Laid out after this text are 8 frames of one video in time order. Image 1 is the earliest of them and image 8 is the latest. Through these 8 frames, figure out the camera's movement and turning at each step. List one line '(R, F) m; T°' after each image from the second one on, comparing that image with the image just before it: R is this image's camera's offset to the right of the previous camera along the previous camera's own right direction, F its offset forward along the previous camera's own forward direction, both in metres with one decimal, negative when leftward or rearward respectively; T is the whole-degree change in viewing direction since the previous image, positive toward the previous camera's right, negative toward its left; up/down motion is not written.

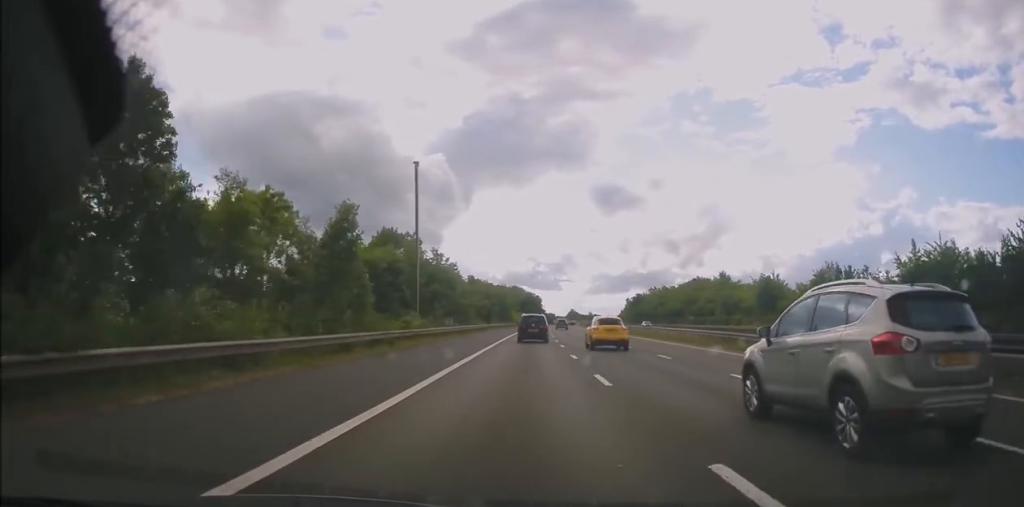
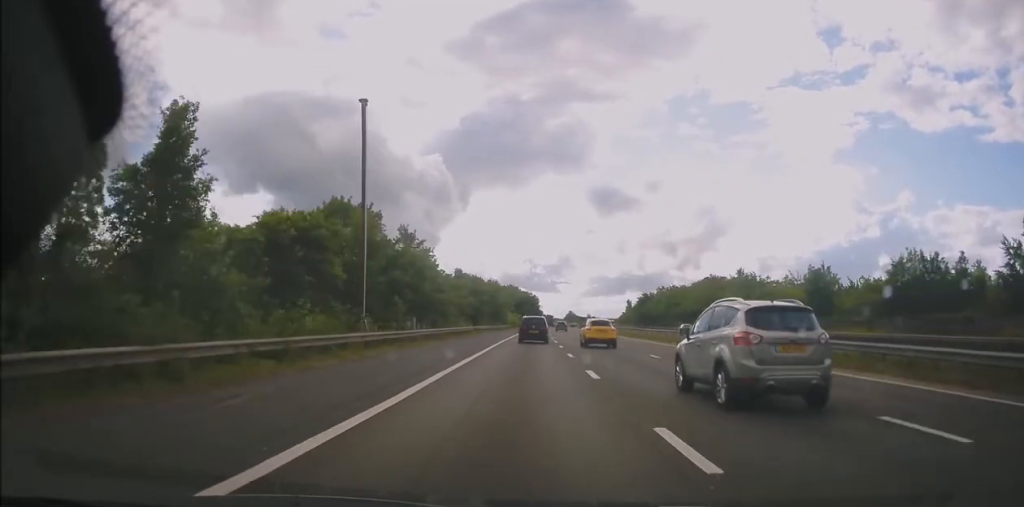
(0.0, +16.2) m; 0°
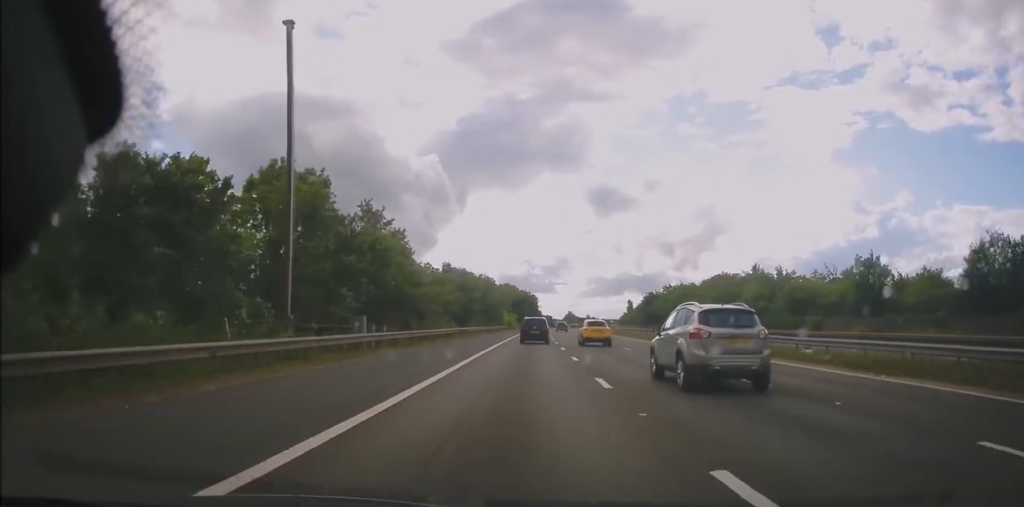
(0.0, +11.3) m; 0°
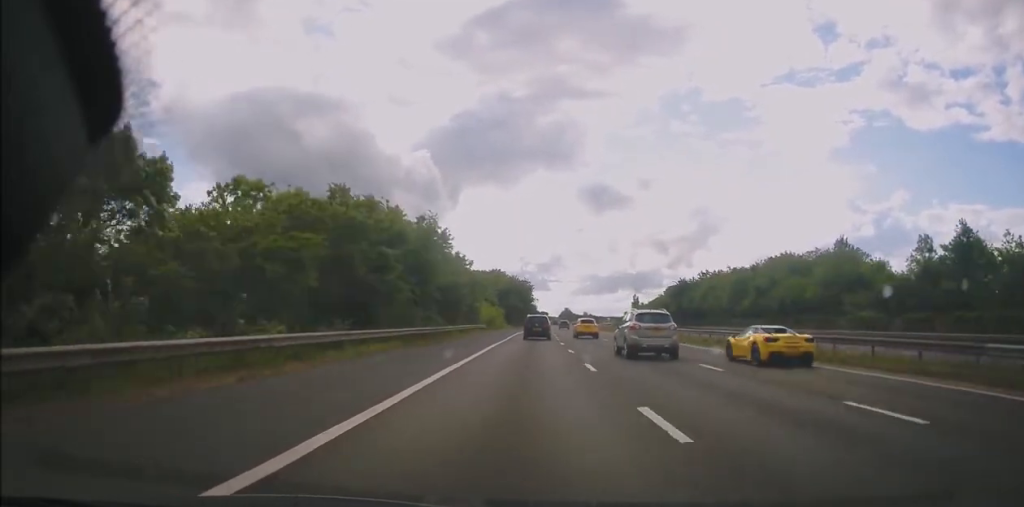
(+0.1, +41.4) m; 0°
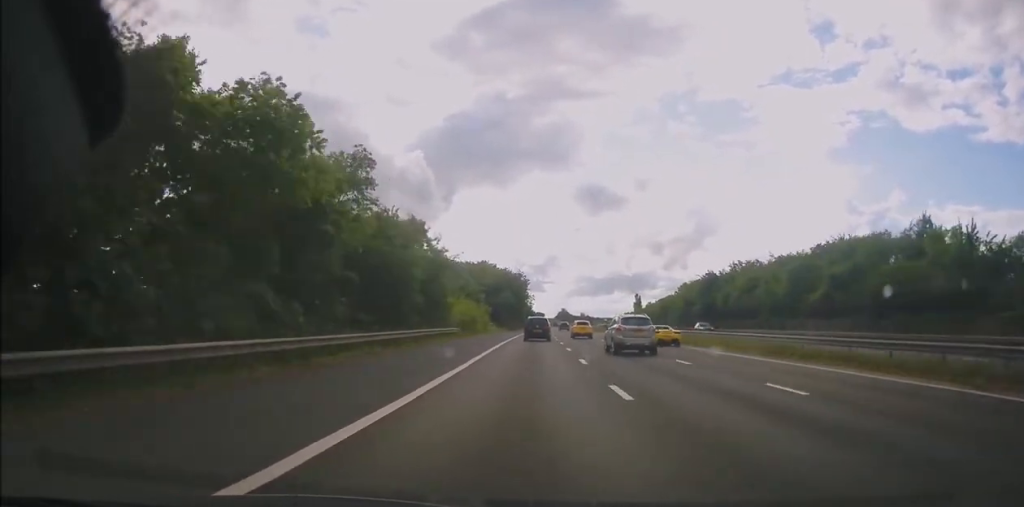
(-0.1, +23.6) m; +1°
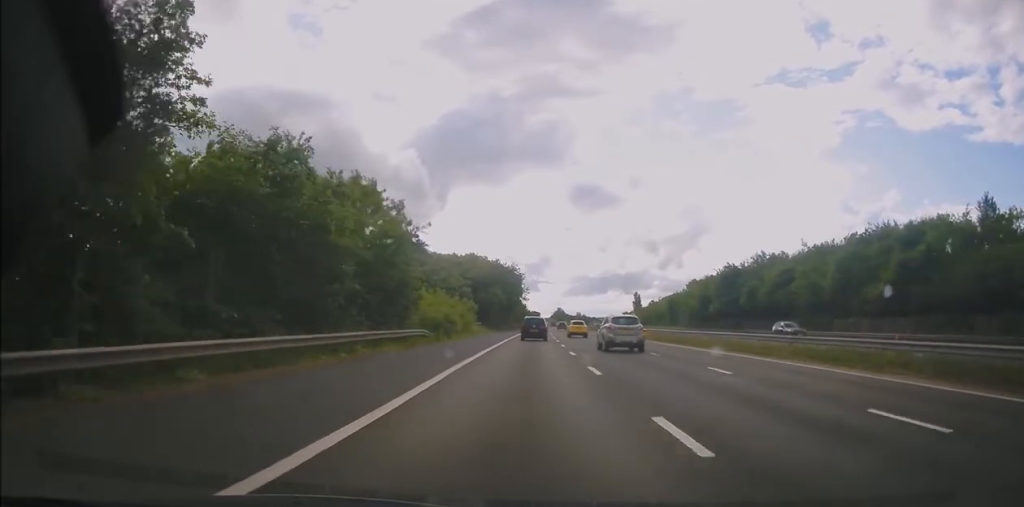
(+0.4, +13.2) m; +1°
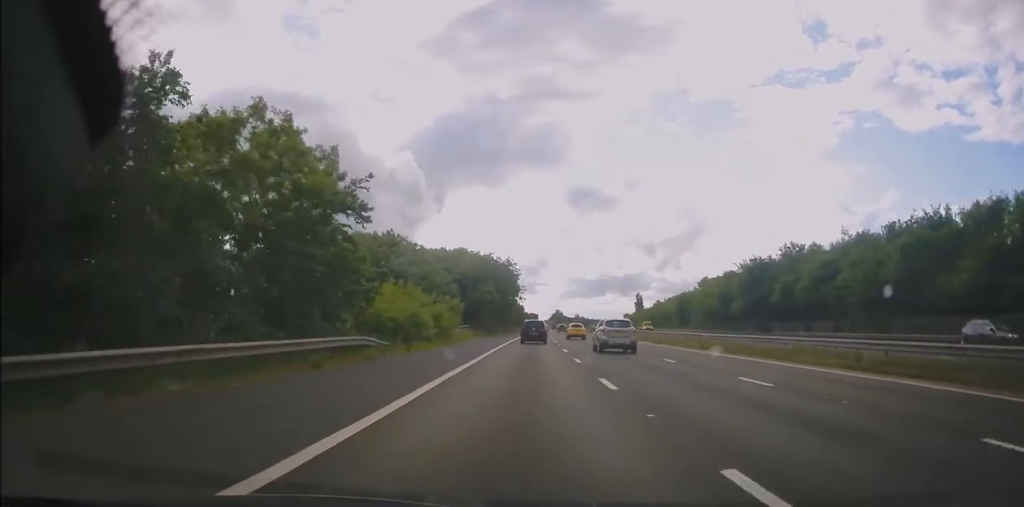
(+0.2, +11.8) m; +1°
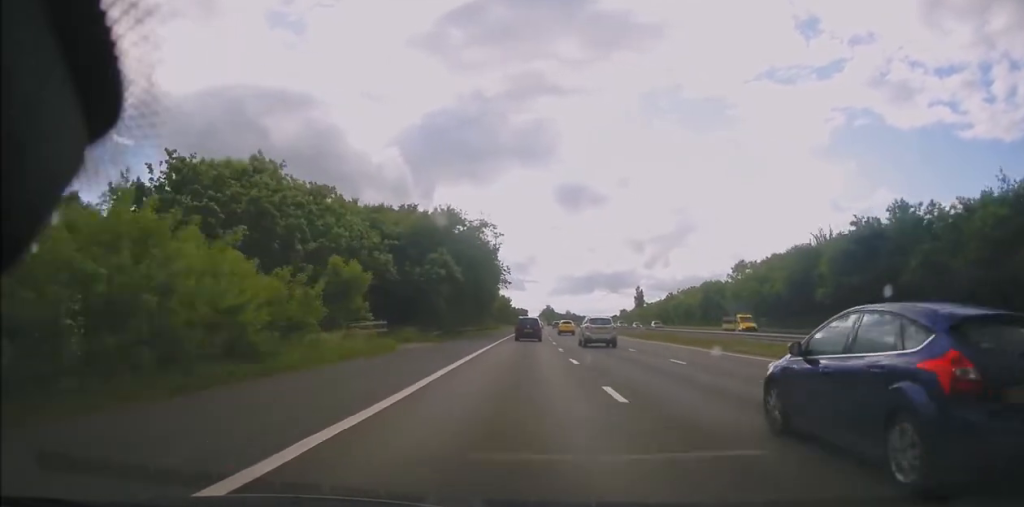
(-0.2, +29.5) m; 0°
